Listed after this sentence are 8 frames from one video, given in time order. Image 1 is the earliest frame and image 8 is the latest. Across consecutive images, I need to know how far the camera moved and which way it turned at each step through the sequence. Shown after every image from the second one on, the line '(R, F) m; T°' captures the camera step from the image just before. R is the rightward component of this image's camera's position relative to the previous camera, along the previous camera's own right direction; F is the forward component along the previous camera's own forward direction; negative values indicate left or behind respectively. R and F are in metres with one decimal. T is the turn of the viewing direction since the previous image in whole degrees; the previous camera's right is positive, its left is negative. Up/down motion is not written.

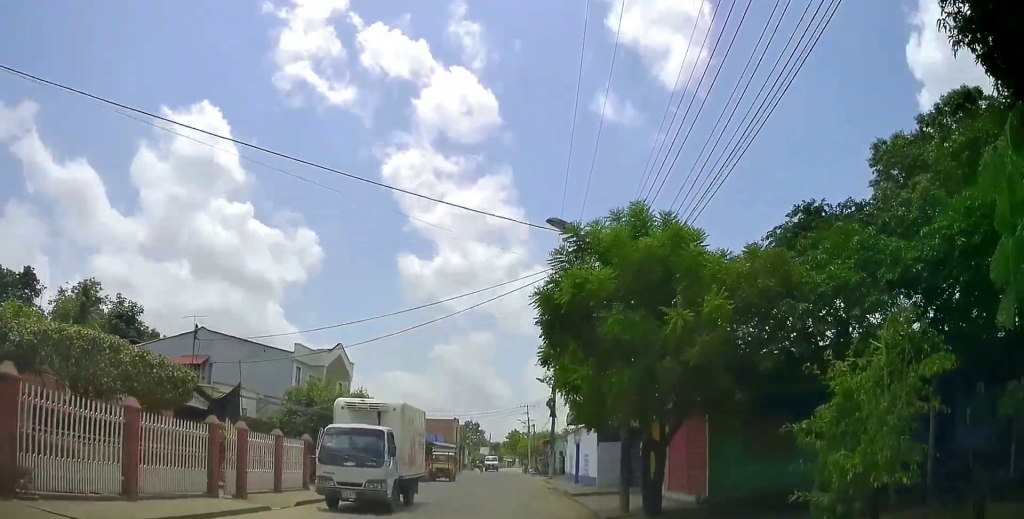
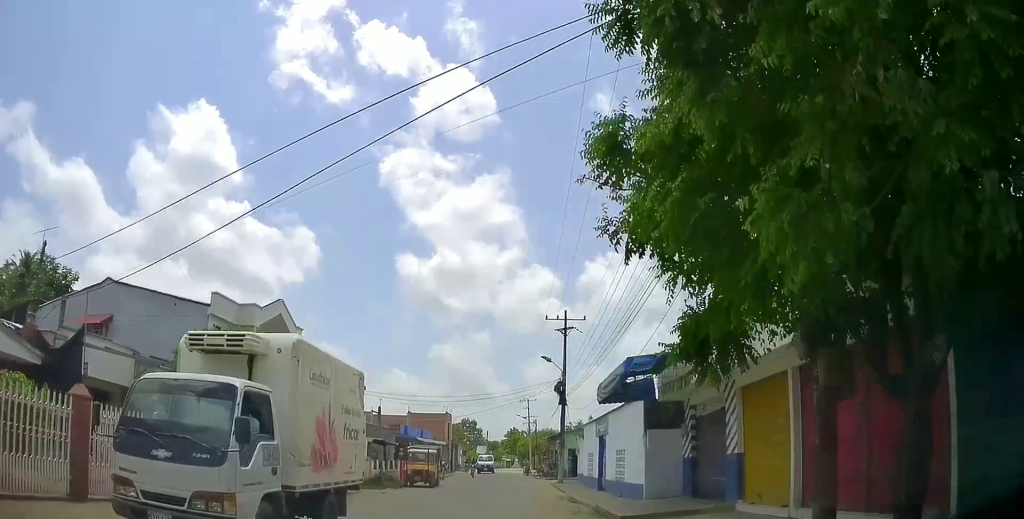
(+0.4, +8.9) m; +1°
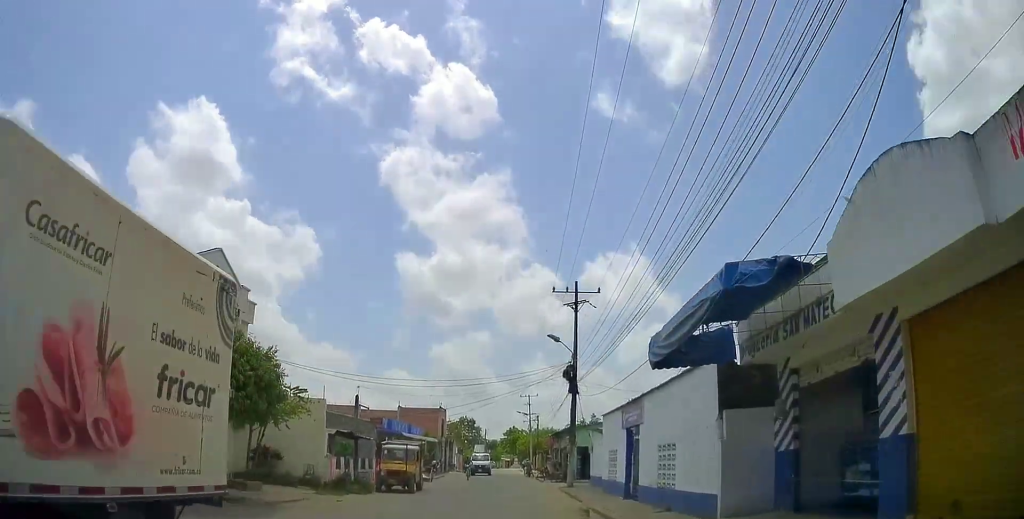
(0.0, +5.9) m; -2°
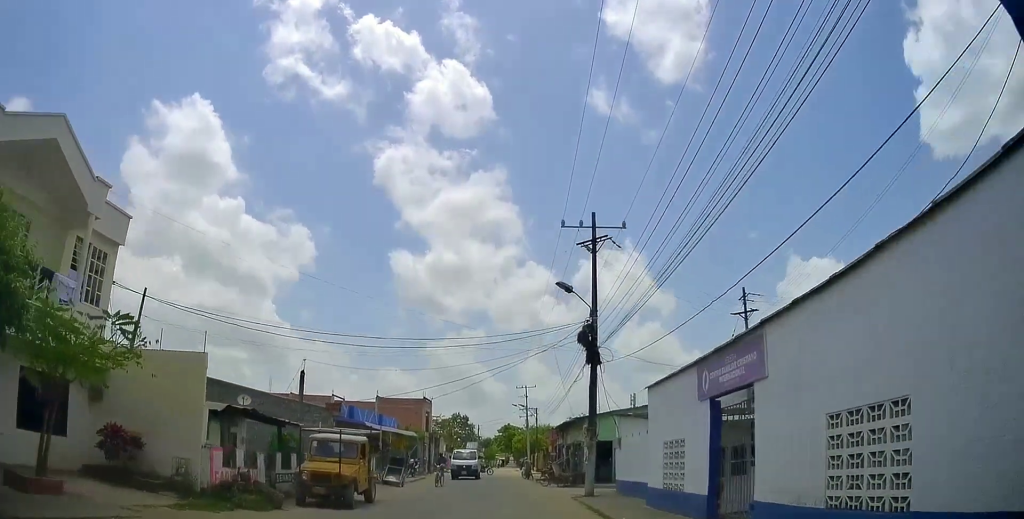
(-0.3, +8.3) m; +1°
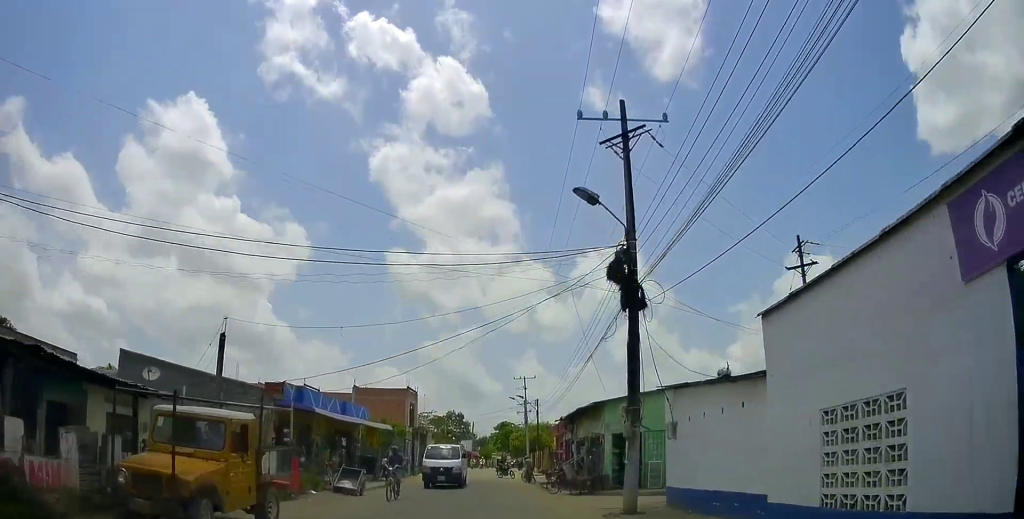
(+0.4, +7.1) m; +2°
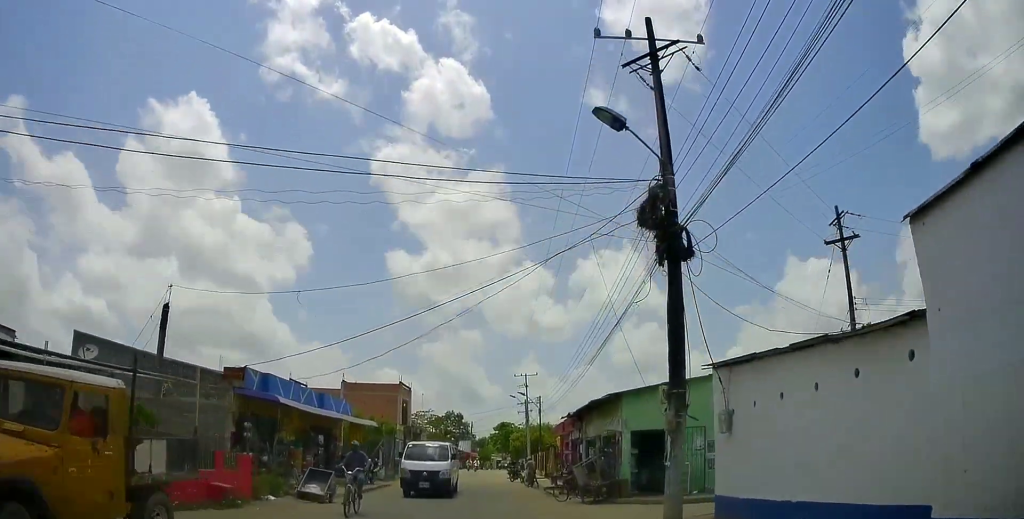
(0.0, +3.4) m; -2°
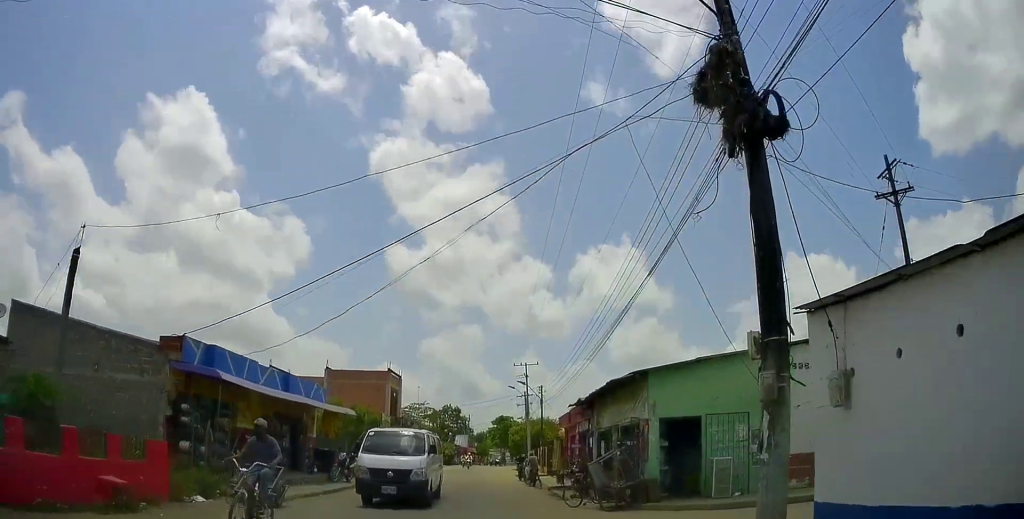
(0.0, +3.9) m; -1°
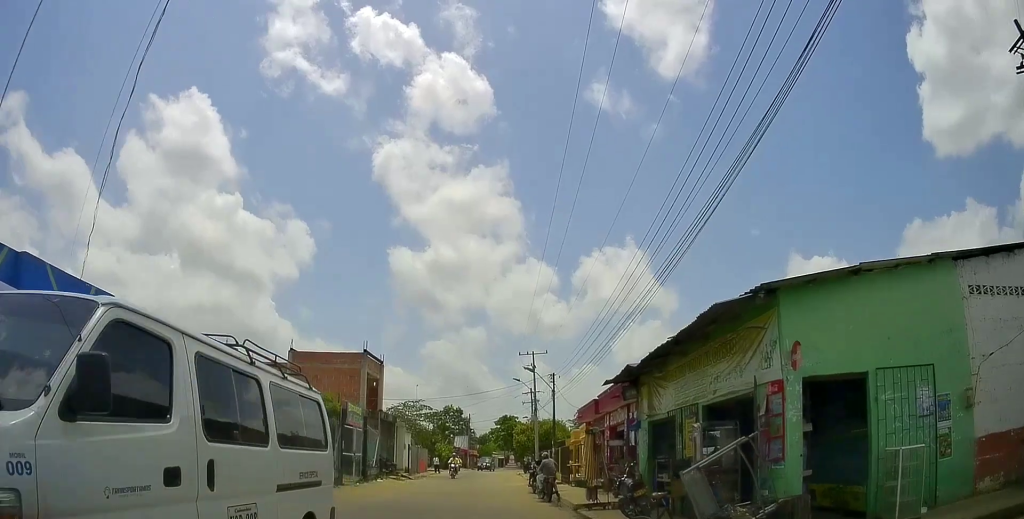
(-0.2, +7.9) m; +1°
